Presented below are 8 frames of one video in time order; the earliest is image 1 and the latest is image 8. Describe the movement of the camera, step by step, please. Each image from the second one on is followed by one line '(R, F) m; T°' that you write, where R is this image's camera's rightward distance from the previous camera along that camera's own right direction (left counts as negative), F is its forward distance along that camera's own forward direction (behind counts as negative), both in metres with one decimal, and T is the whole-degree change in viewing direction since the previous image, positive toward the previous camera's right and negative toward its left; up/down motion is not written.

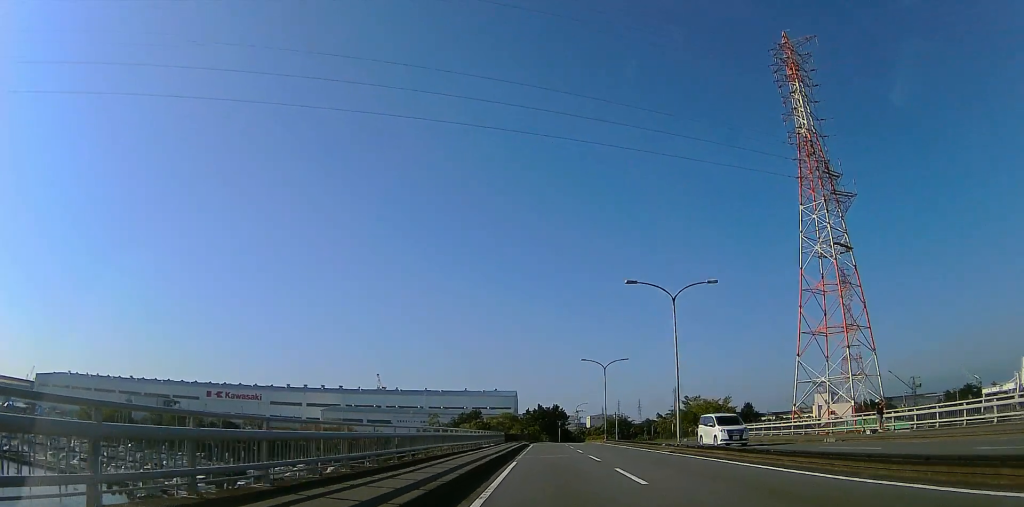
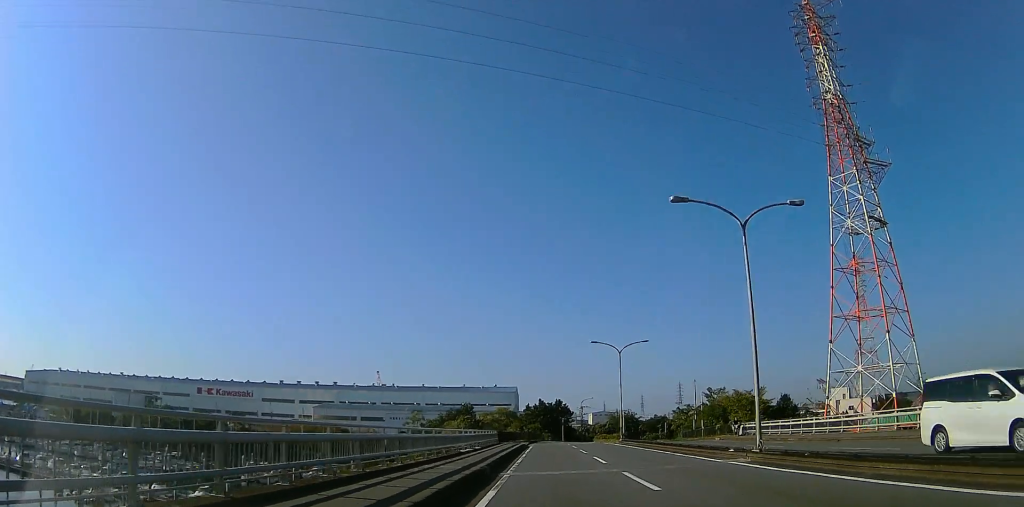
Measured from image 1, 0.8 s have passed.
(-0.5, +11.1) m; -3°
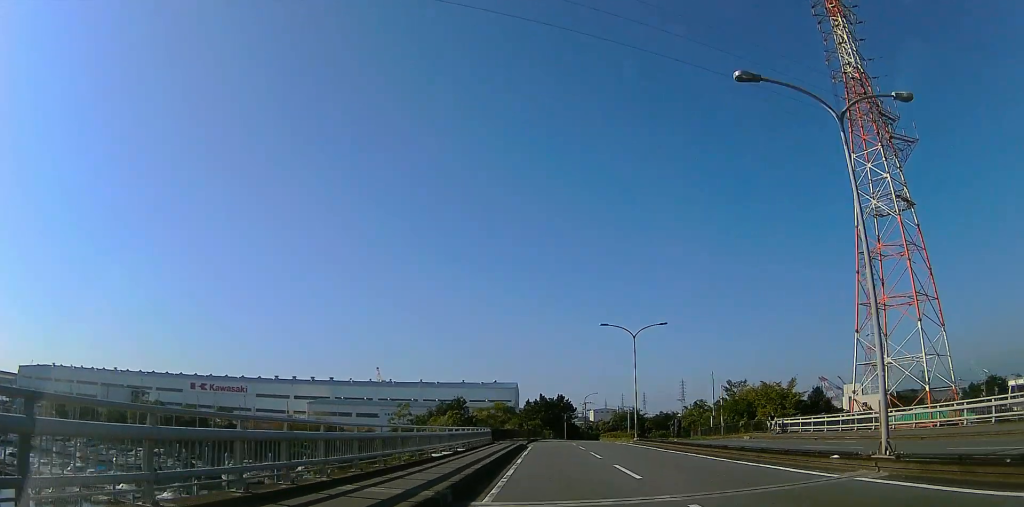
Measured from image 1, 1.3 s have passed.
(-0.3, +7.4) m; 0°
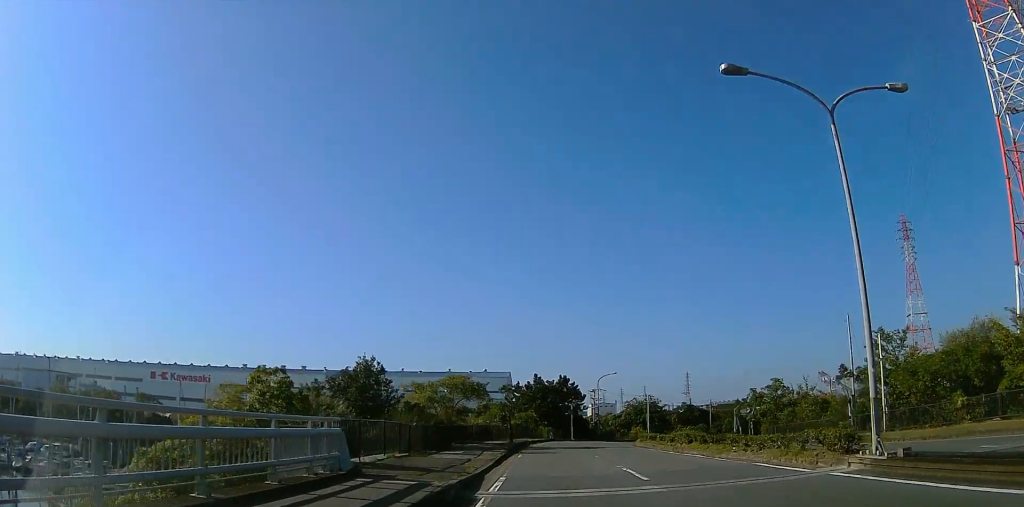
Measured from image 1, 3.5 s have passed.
(+3.2, +31.7) m; +4°
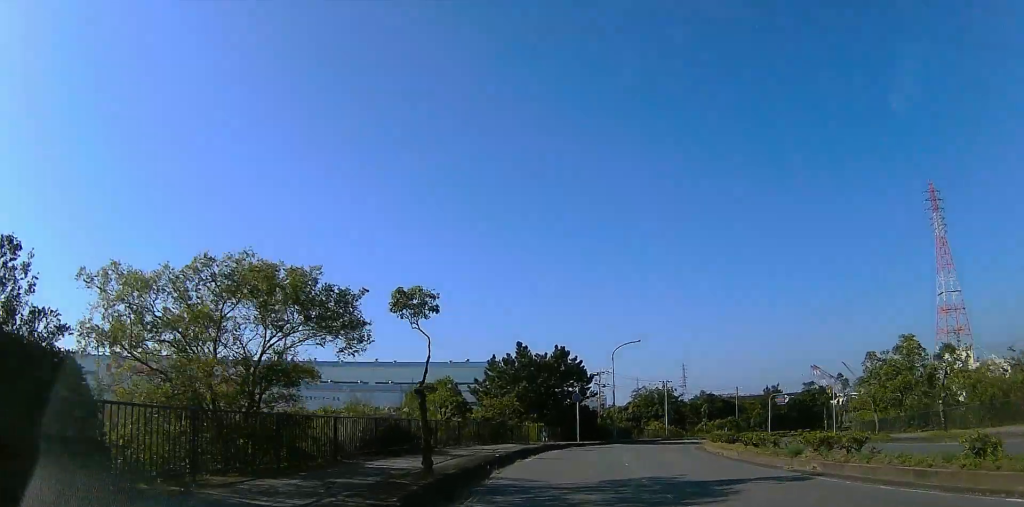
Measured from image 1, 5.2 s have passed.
(-1.9, +25.7) m; -2°
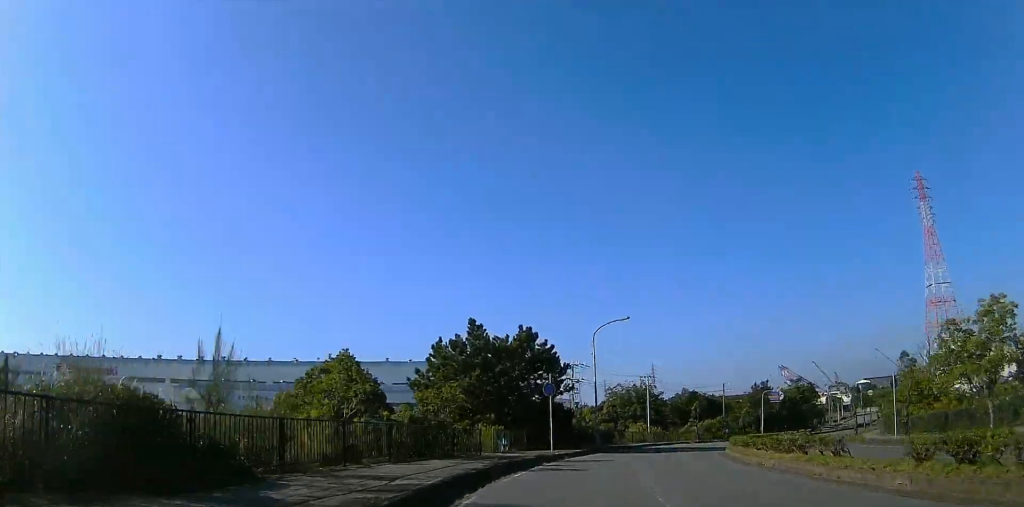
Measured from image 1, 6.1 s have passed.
(+0.1, +11.6) m; +4°
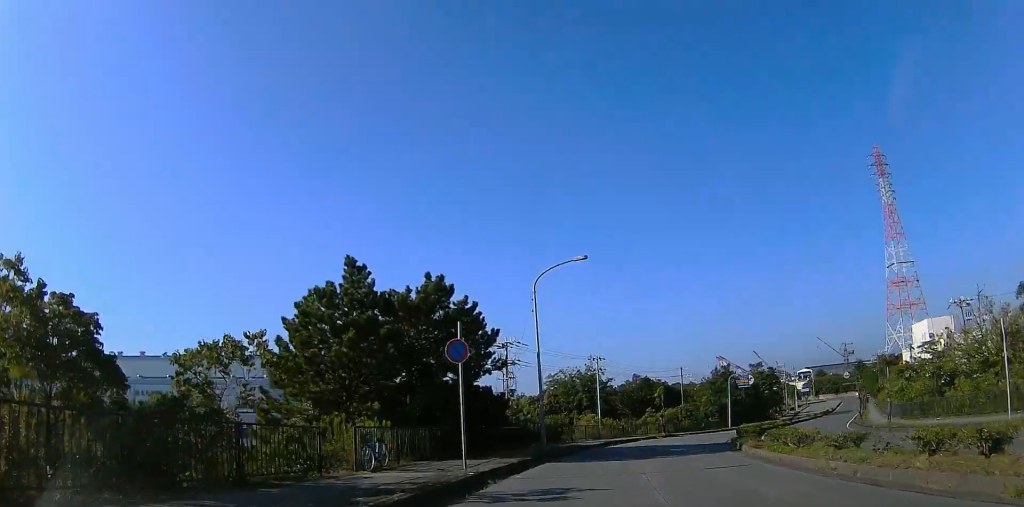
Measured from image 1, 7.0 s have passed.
(+0.7, +12.9) m; +7°
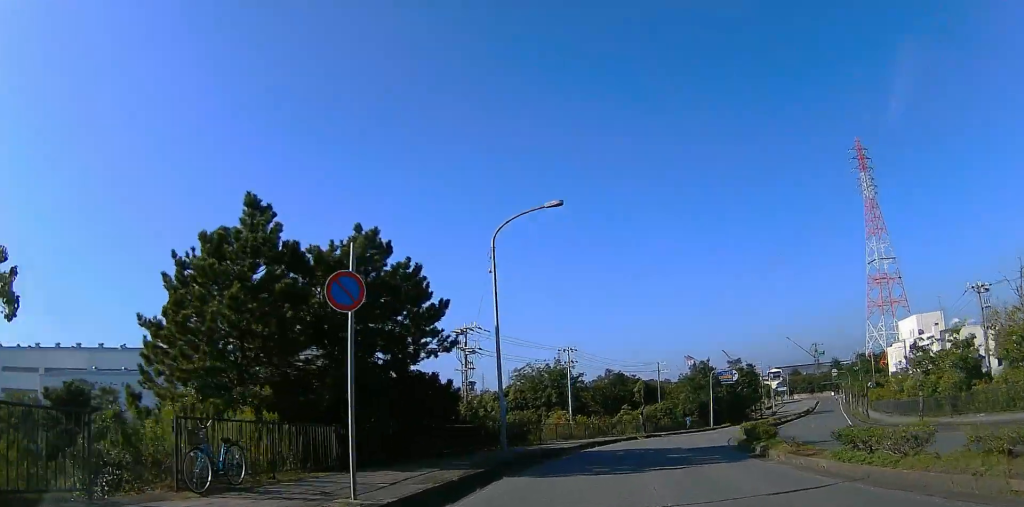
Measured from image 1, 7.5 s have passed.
(+0.1, +6.4) m; +3°
